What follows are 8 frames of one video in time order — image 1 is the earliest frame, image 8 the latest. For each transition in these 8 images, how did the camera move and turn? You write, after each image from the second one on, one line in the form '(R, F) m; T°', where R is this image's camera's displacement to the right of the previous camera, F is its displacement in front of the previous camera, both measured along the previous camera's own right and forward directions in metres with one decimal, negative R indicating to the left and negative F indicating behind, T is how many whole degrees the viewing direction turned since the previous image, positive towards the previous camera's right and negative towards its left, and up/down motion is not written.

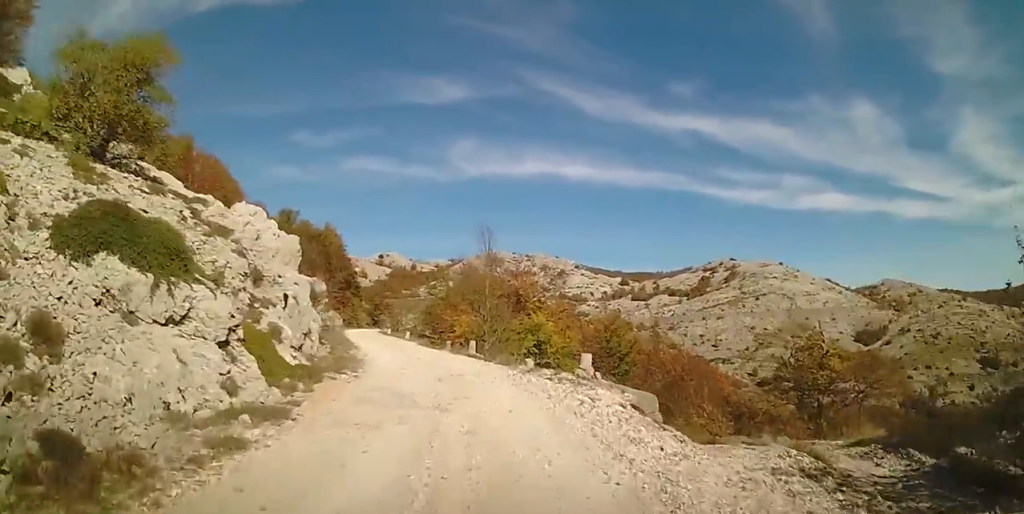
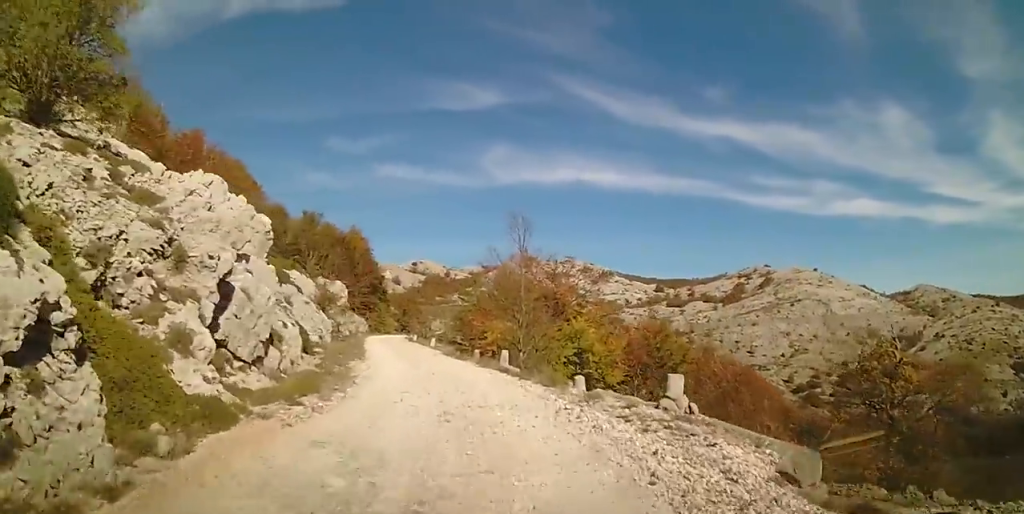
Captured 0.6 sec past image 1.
(-0.1, +4.6) m; -3°
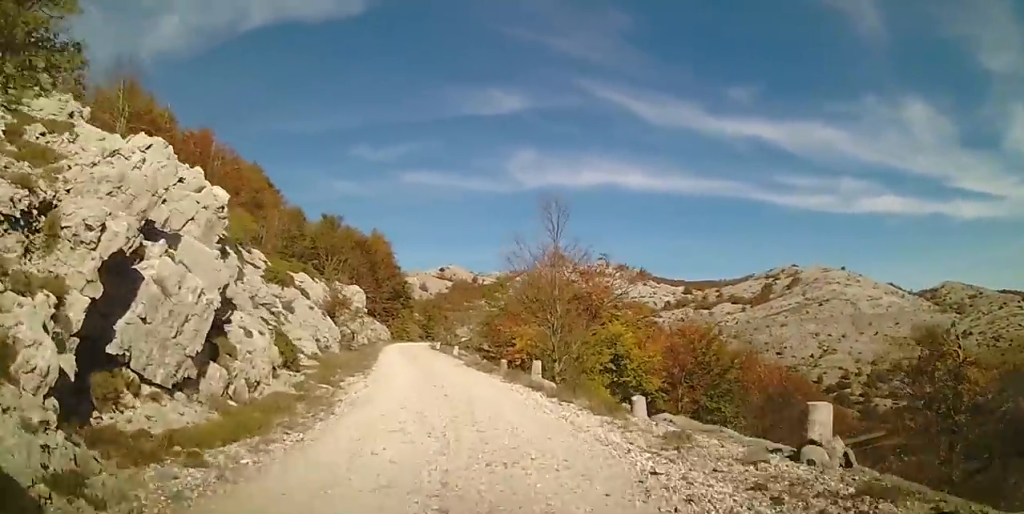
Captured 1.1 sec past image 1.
(+0.1, +3.5) m; -3°
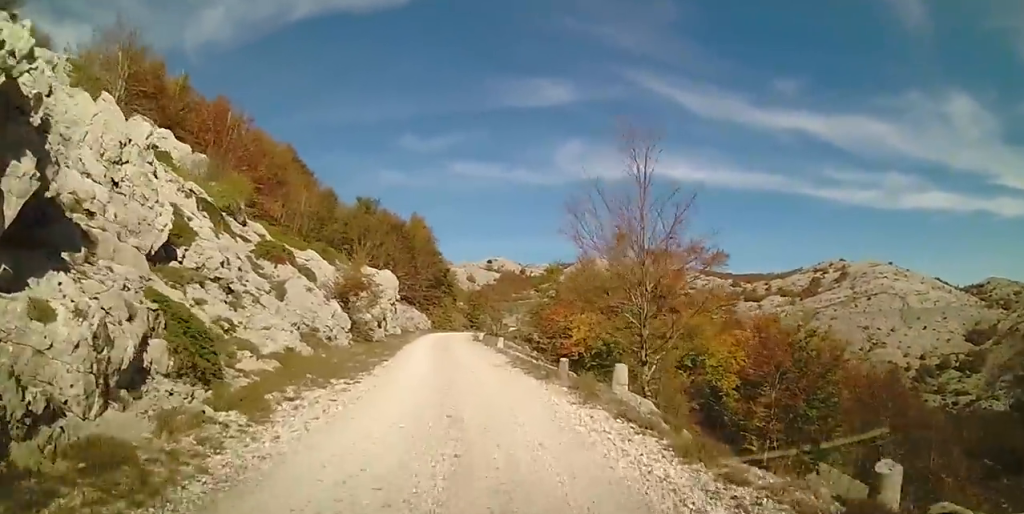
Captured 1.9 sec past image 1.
(-0.3, +6.1) m; -6°
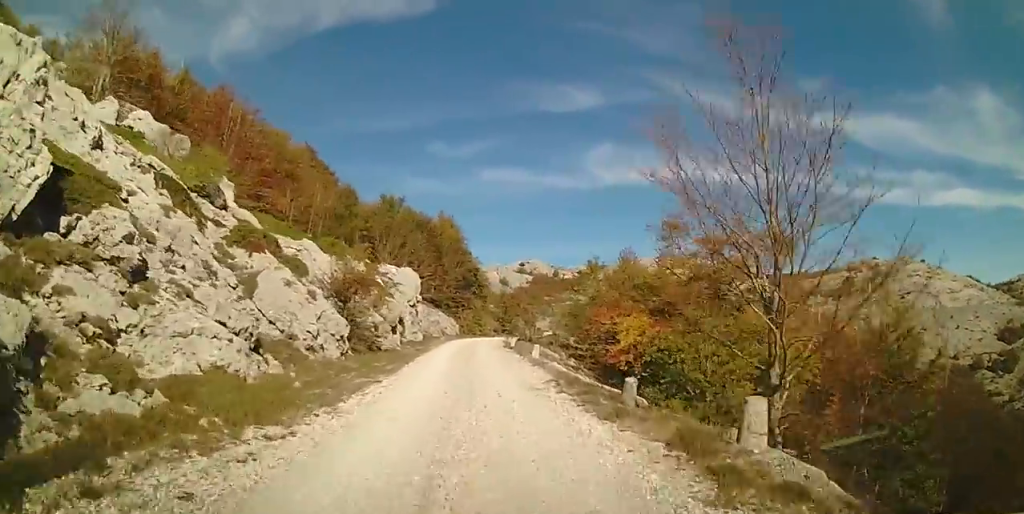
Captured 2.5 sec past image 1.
(-0.2, +4.6) m; -5°
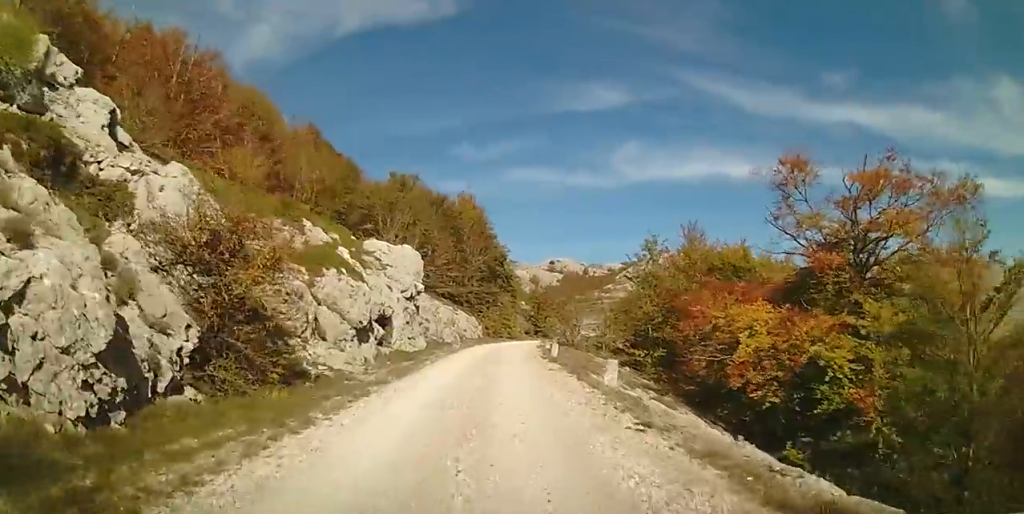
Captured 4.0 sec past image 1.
(0.0, +10.9) m; +1°
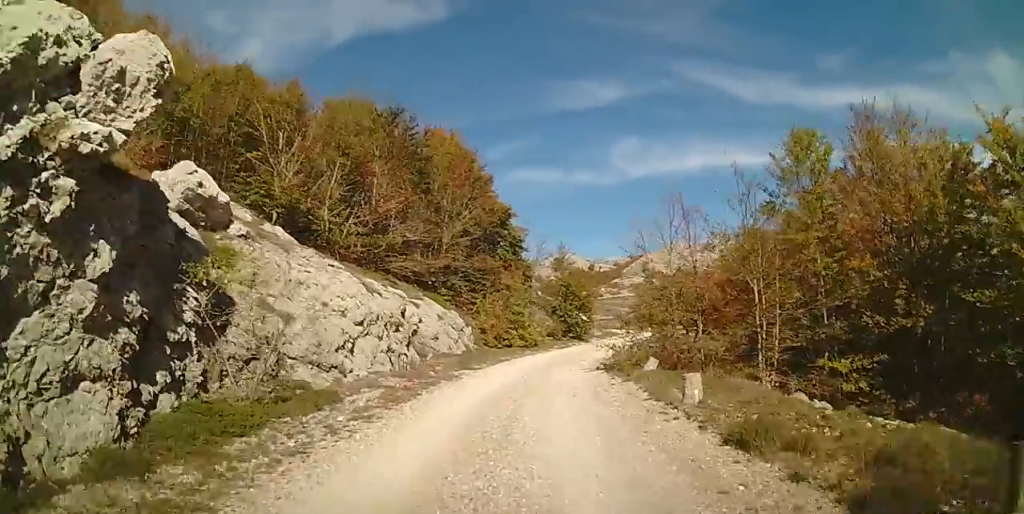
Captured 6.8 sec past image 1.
(-0.4, +22.5) m; +1°
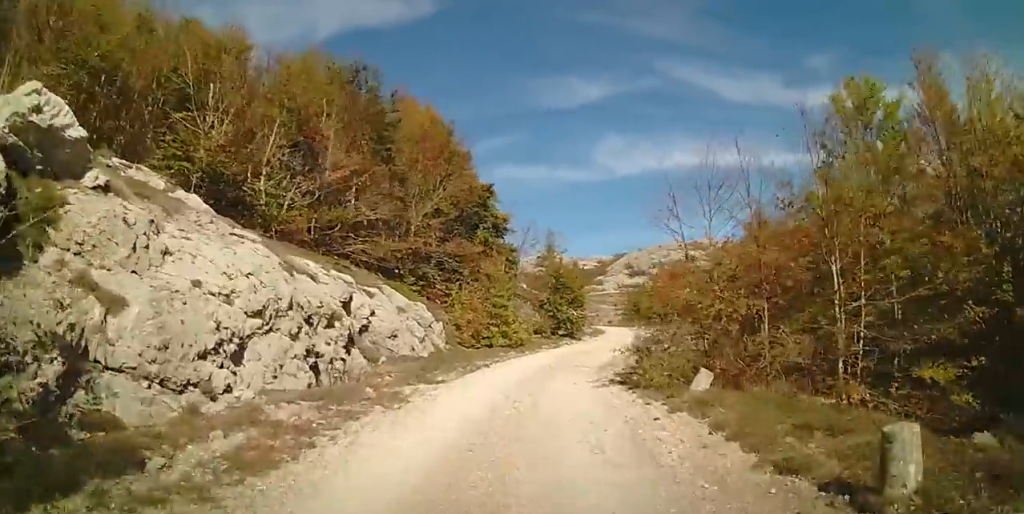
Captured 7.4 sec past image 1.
(+0.2, +5.0) m; +2°
